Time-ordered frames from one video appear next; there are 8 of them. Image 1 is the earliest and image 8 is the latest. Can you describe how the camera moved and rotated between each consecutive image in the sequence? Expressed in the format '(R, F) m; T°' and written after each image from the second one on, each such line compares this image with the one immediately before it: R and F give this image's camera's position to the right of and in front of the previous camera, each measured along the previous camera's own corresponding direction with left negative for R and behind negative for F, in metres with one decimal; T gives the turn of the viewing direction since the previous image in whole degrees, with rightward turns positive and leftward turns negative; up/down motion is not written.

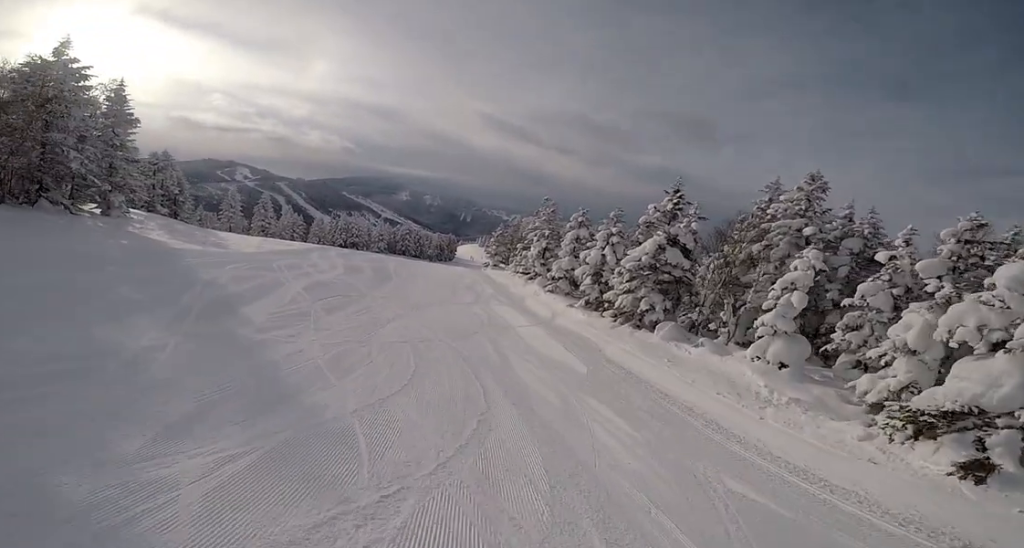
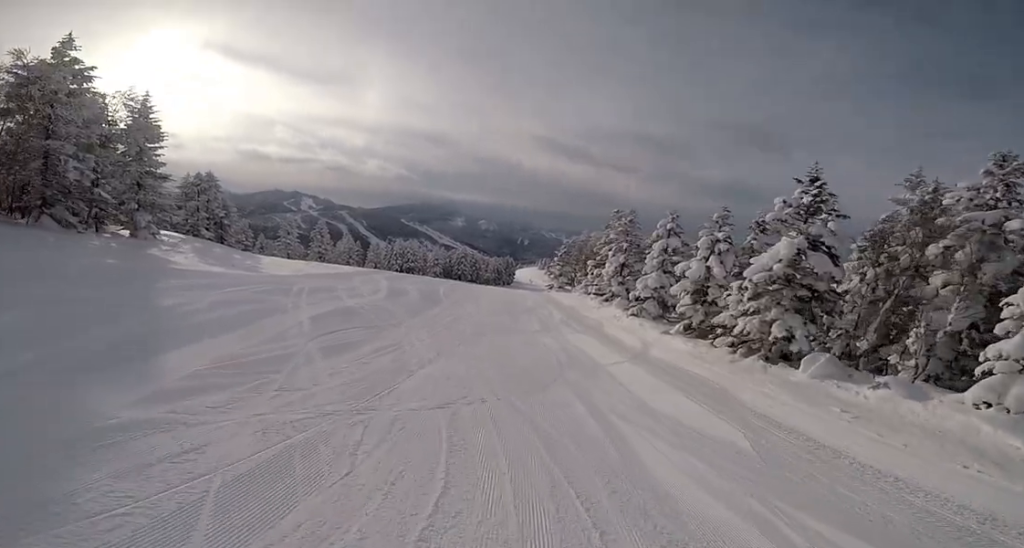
(-0.6, +4.0) m; 0°
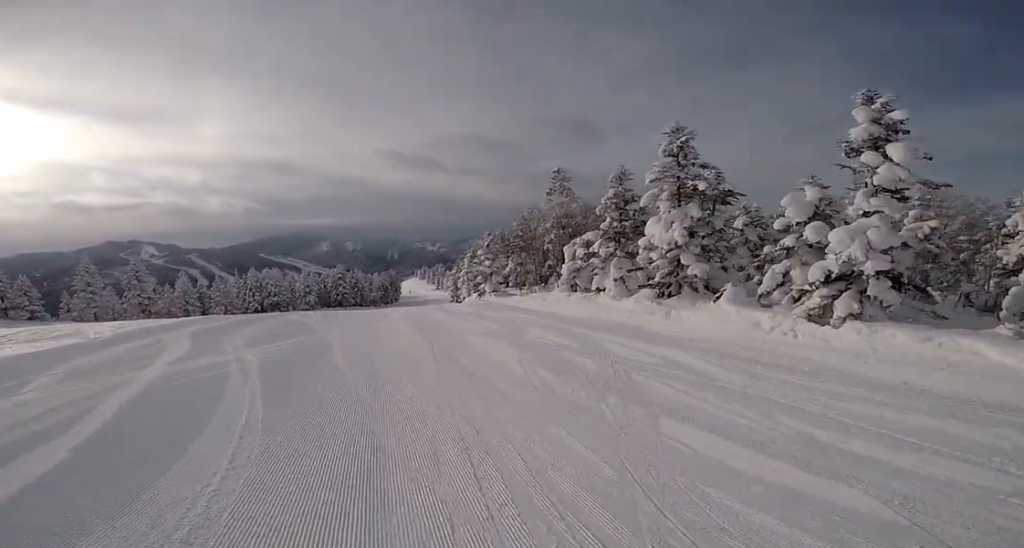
(+2.0, +16.3) m; +10°
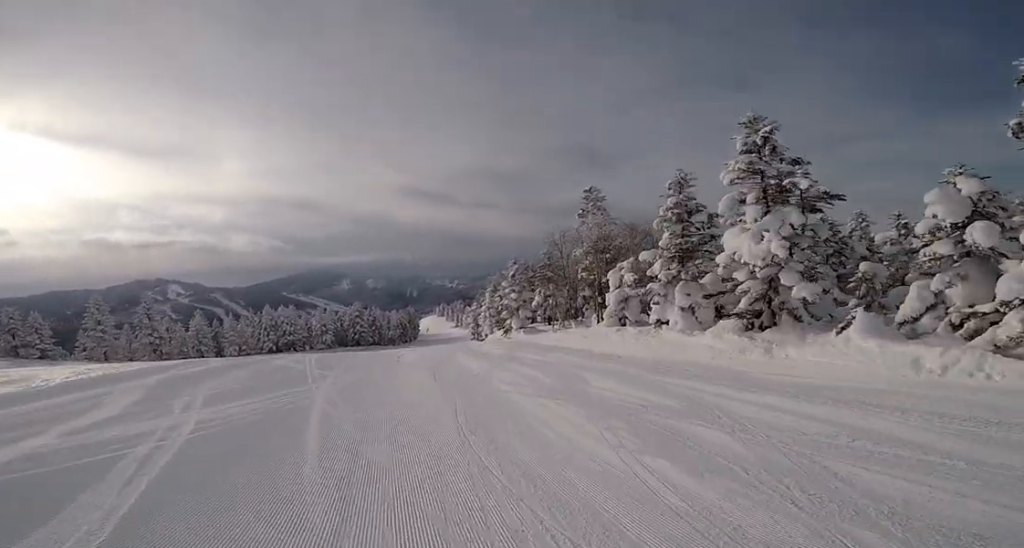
(0.0, +3.0) m; -4°
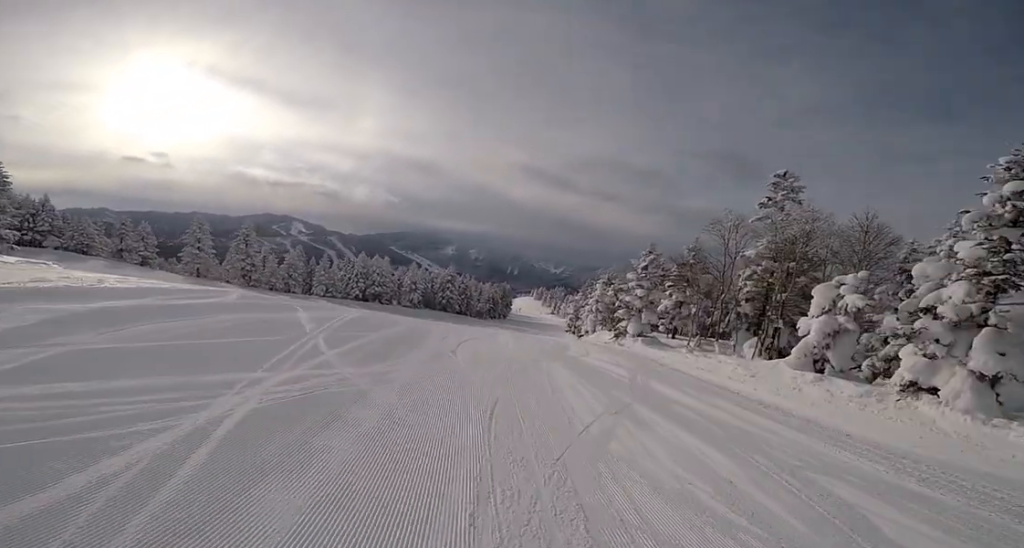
(-0.1, +5.1) m; -8°
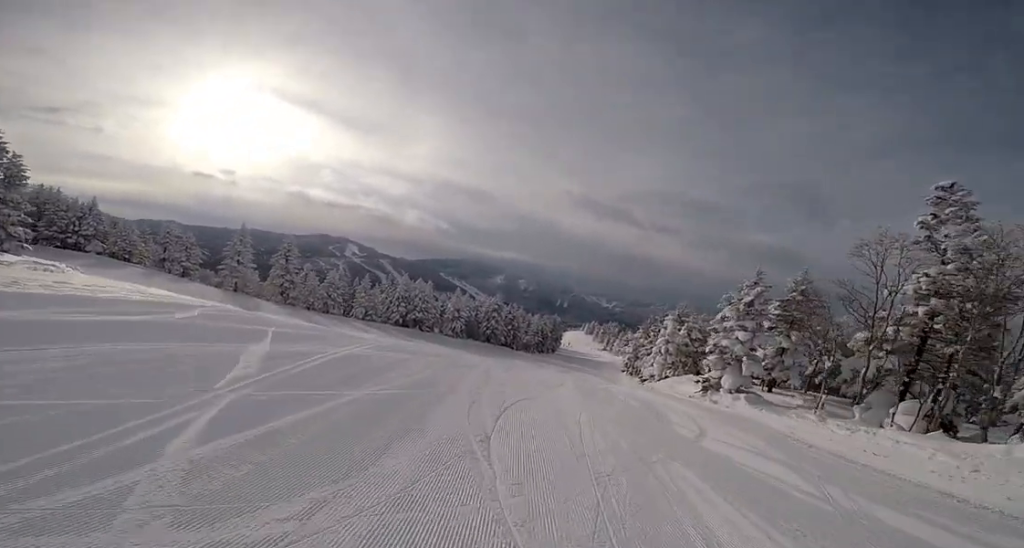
(-0.6, +4.5) m; -7°
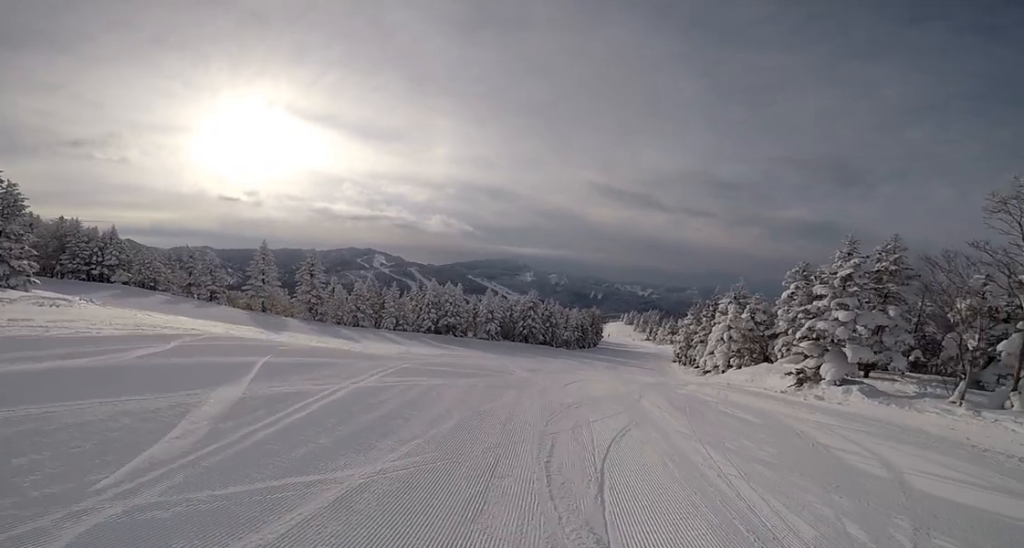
(-0.1, +2.8) m; +1°
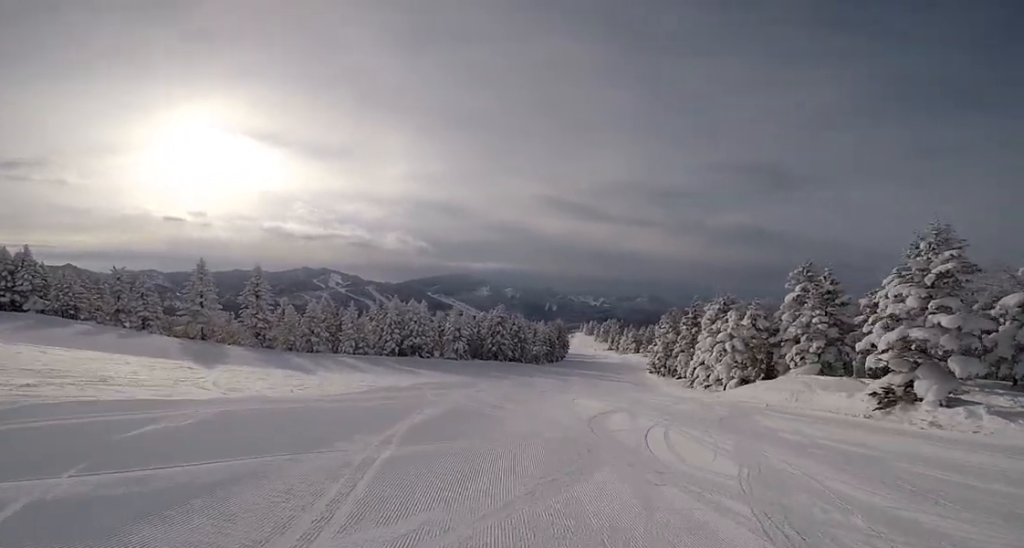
(0.0, +5.5) m; +9°
